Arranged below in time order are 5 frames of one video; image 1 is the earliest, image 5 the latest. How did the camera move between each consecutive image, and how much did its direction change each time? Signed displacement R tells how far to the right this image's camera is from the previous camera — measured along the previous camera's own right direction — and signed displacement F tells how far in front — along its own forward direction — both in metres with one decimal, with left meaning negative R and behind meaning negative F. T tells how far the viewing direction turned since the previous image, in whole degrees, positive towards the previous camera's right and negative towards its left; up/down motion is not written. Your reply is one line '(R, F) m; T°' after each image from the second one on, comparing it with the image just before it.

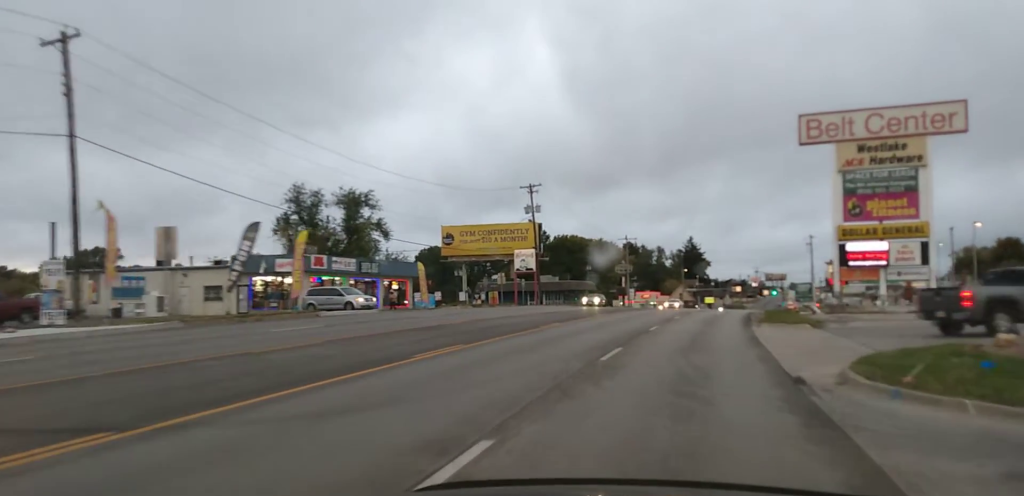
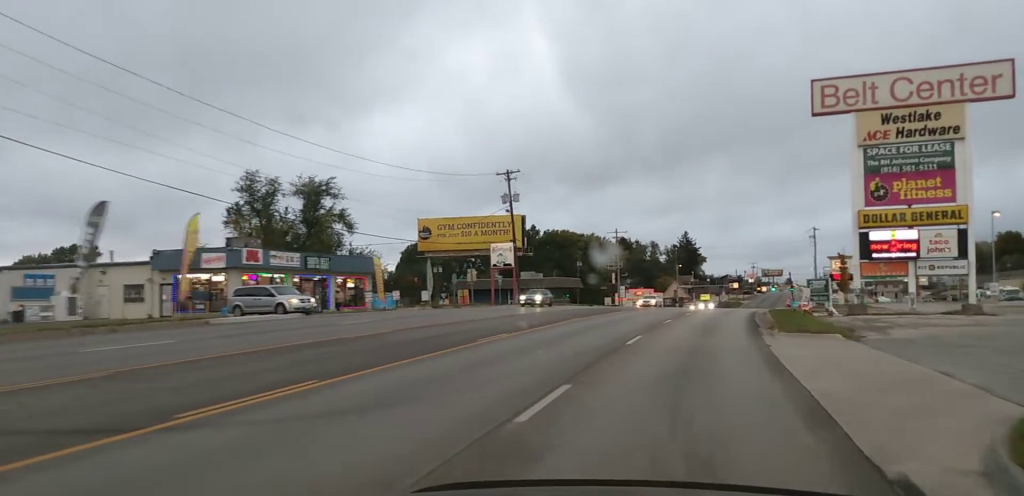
(+0.1, +7.3) m; +2°
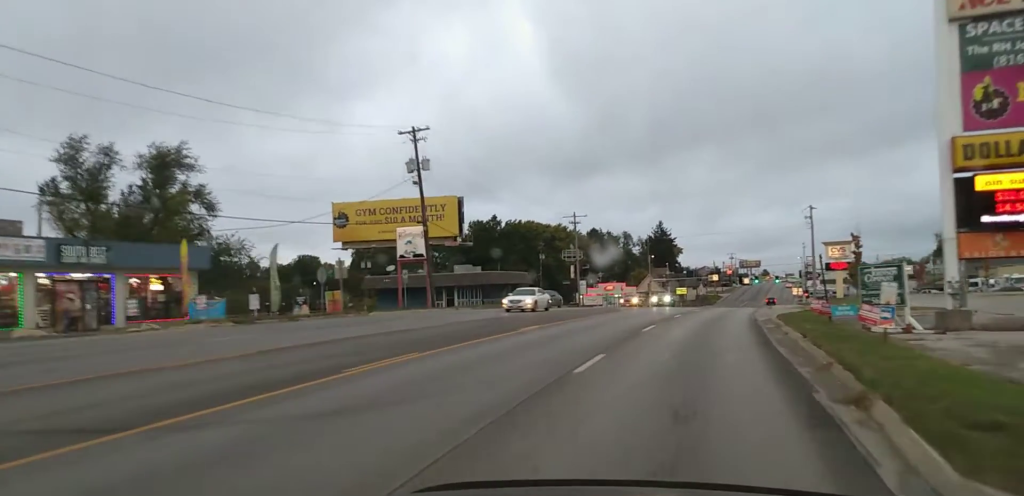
(+0.5, +18.9) m; -2°
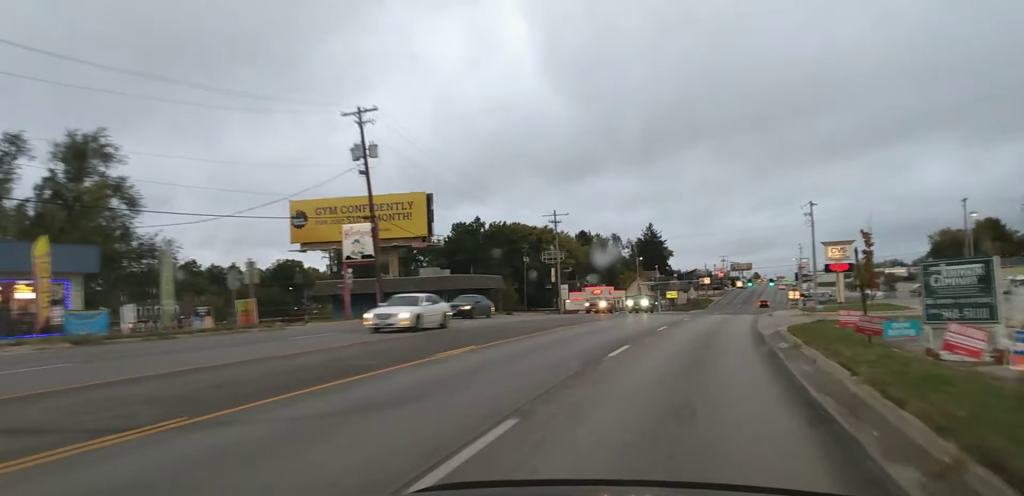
(-0.4, +7.6) m; 0°
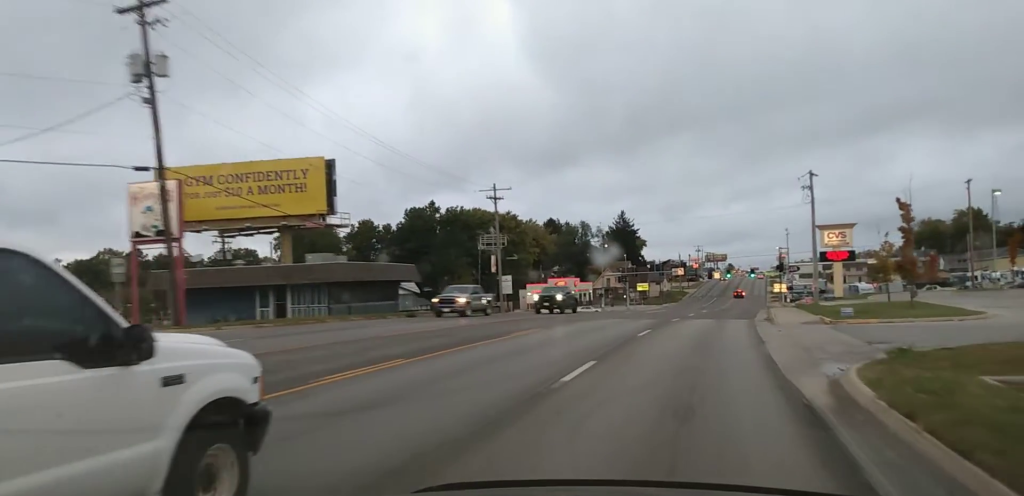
(+0.3, +17.1) m; +4°
